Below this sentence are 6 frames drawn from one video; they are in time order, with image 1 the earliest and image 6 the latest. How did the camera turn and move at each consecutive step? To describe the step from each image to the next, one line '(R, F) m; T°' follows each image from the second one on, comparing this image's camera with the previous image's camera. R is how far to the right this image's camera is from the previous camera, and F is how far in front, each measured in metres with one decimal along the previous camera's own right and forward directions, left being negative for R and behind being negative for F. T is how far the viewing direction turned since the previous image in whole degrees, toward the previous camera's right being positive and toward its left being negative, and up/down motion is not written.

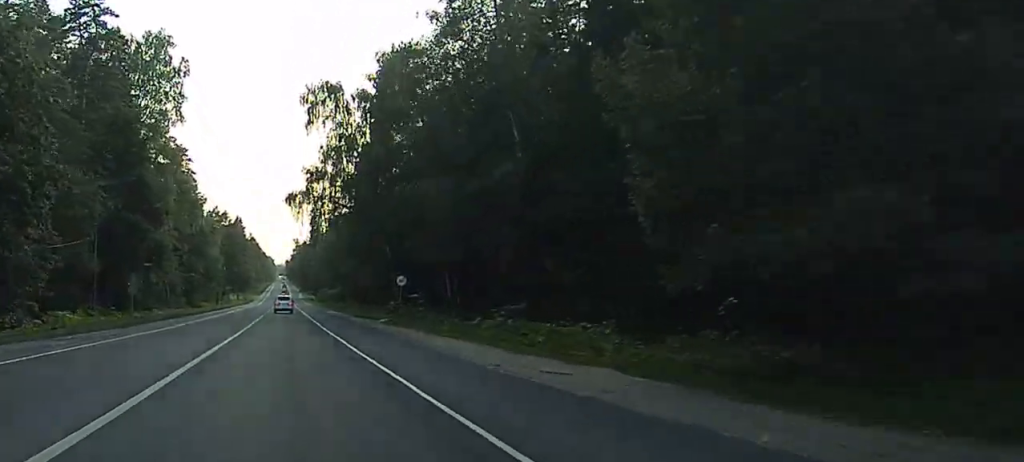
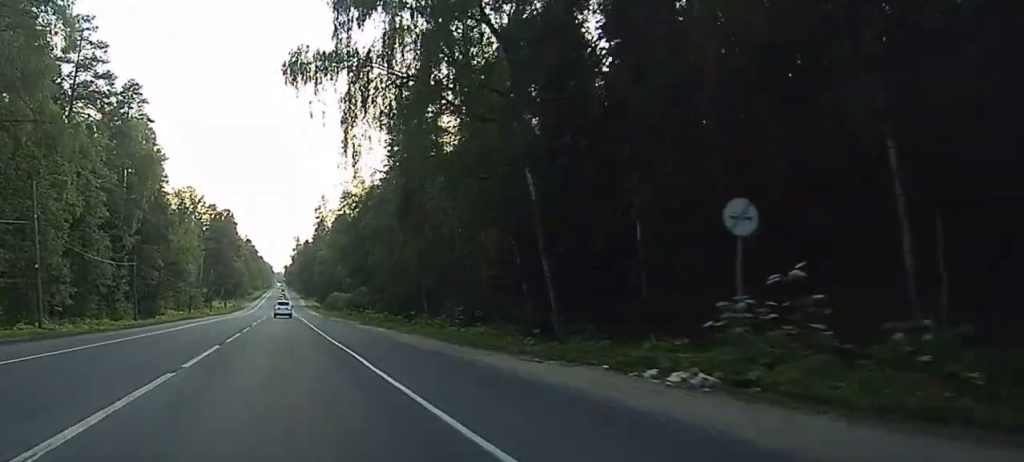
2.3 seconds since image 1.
(-0.3, +46.3) m; -1°
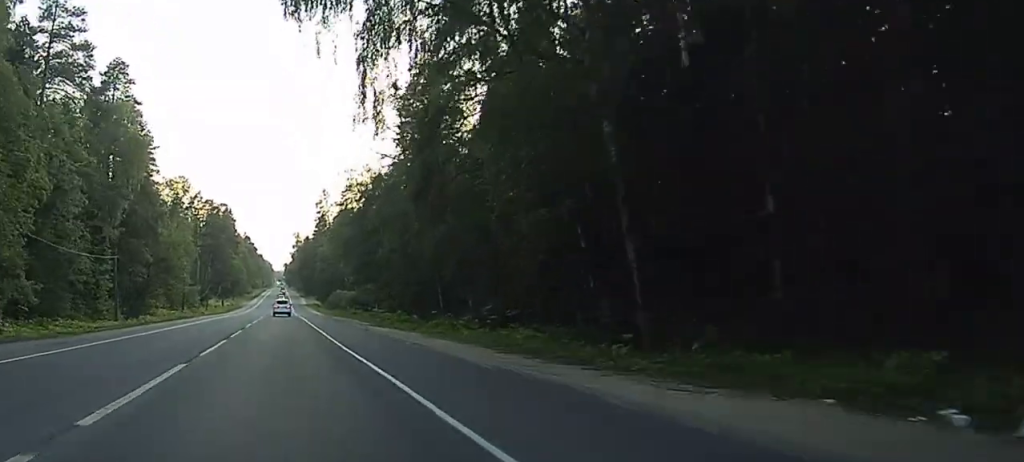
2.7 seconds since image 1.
(-0.1, +8.3) m; 0°
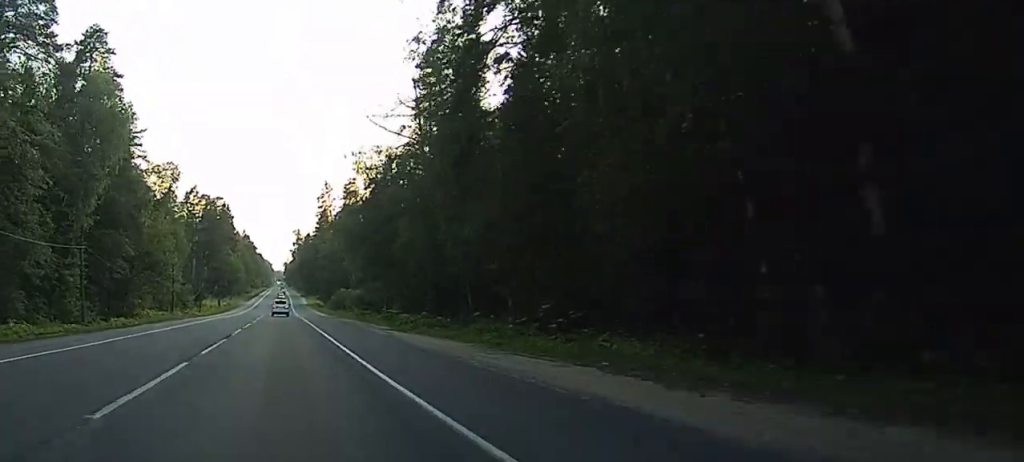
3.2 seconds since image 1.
(0.0, +11.2) m; 0°
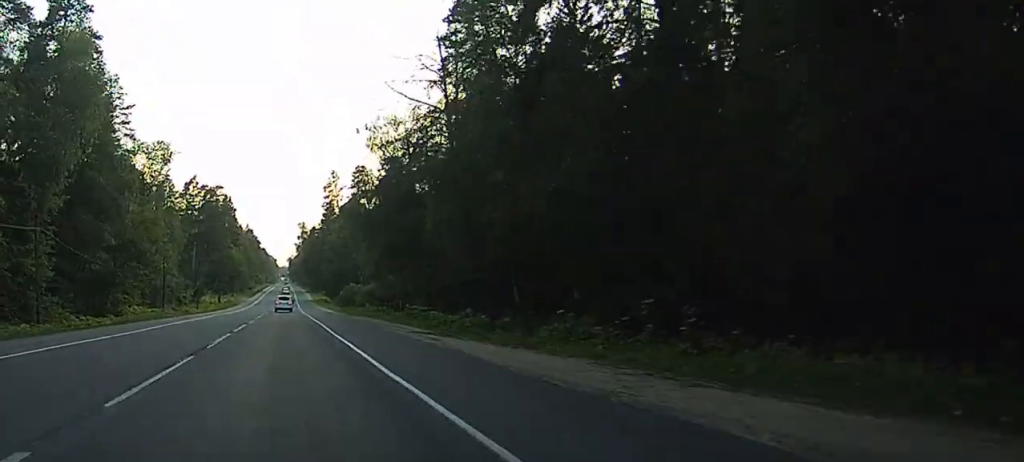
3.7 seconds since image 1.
(+0.2, +11.3) m; 0°
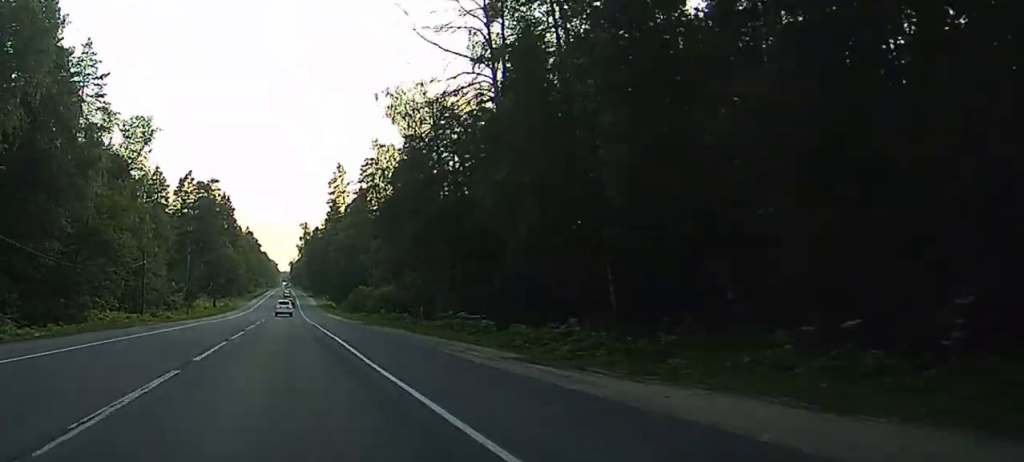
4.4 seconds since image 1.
(-0.1, +15.0) m; -1°
